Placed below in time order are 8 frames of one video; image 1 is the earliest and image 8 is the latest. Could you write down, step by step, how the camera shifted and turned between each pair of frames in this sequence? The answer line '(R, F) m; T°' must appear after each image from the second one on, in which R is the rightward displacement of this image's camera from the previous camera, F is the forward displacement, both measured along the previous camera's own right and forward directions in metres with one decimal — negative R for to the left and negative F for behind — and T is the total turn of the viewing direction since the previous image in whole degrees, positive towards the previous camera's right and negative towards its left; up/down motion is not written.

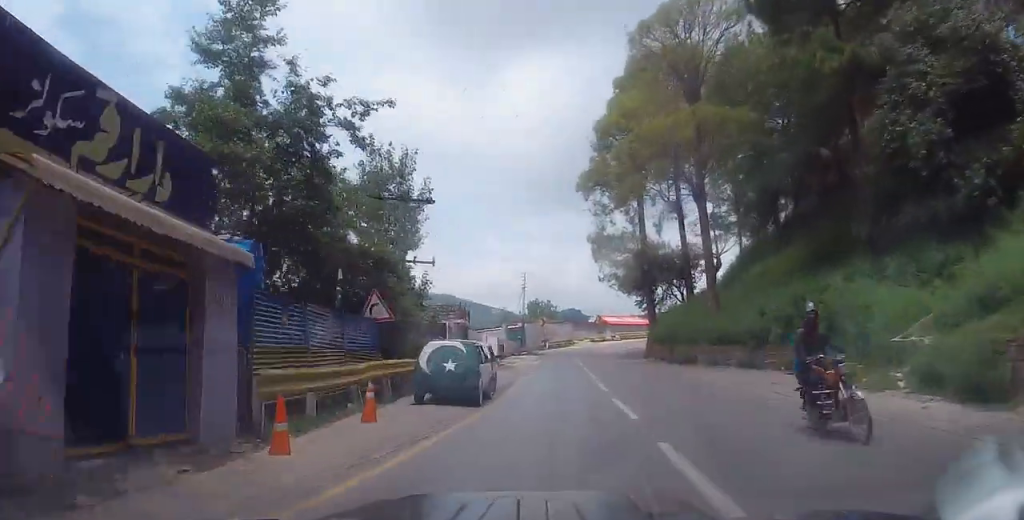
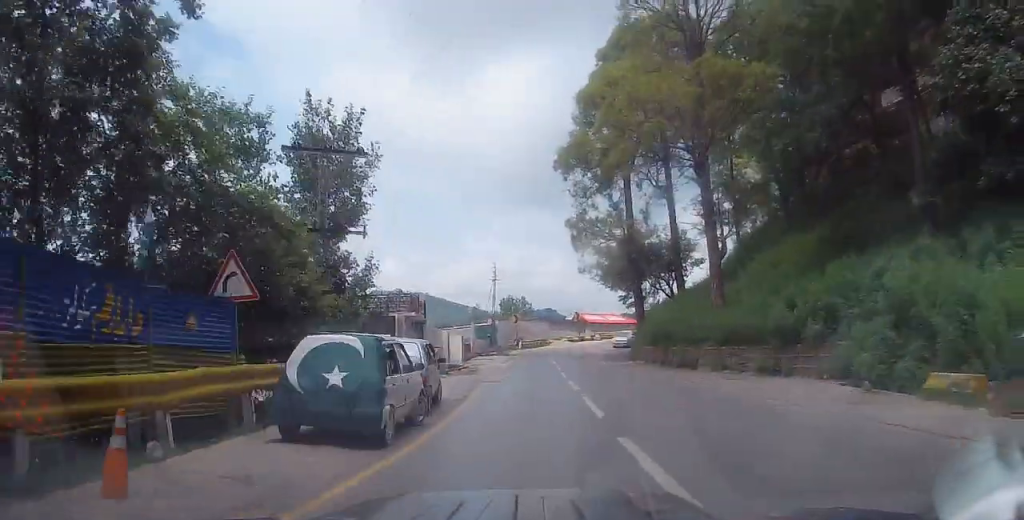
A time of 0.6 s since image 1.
(0.0, +5.8) m; +2°
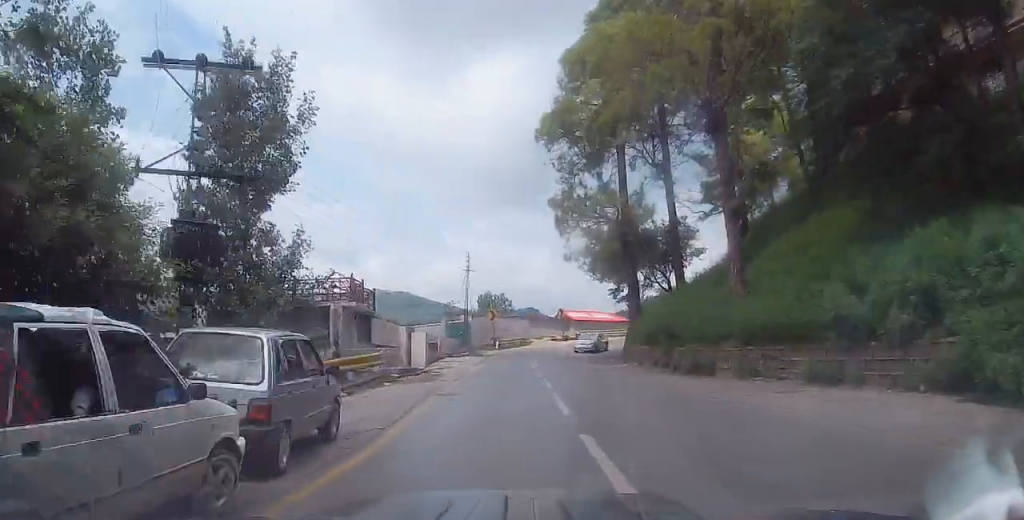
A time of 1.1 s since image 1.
(-0.1, +5.8) m; +1°
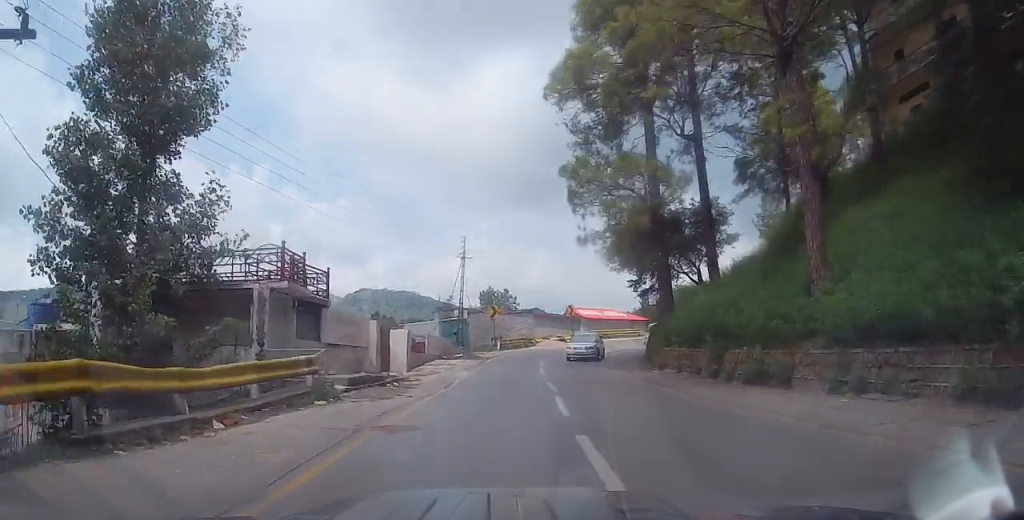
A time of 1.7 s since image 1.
(+0.3, +6.3) m; 0°
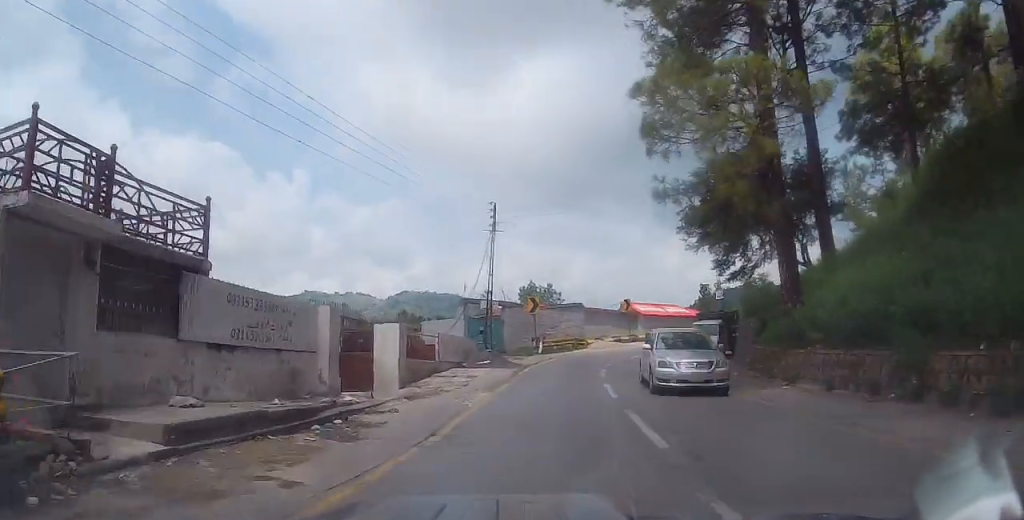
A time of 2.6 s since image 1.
(-0.1, +9.1) m; -1°
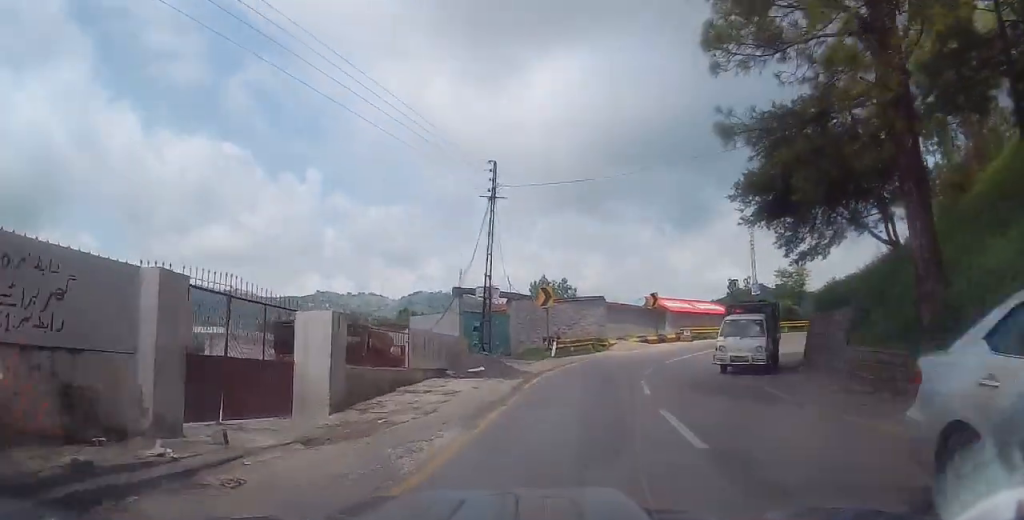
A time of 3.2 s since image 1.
(-0.1, +6.3) m; -1°
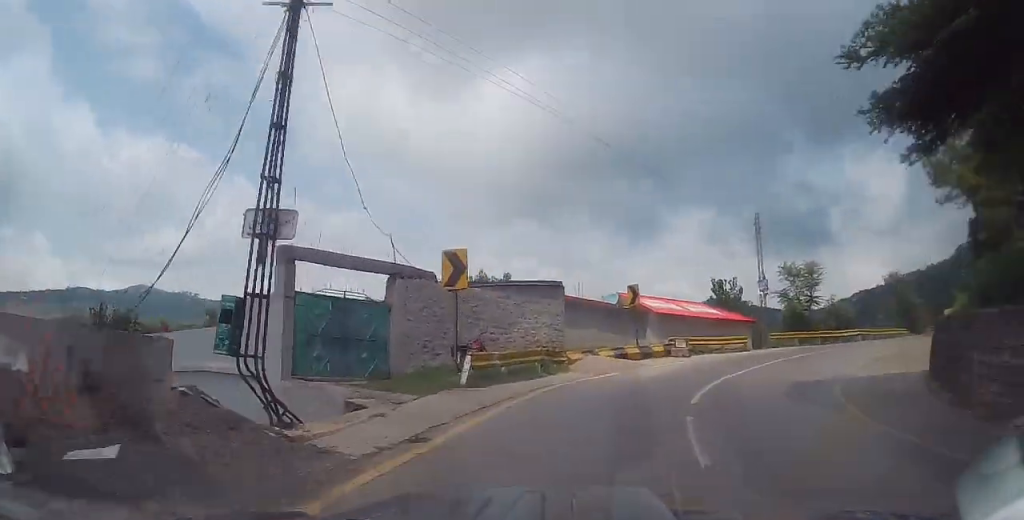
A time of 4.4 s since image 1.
(+0.3, +12.7) m; +6°
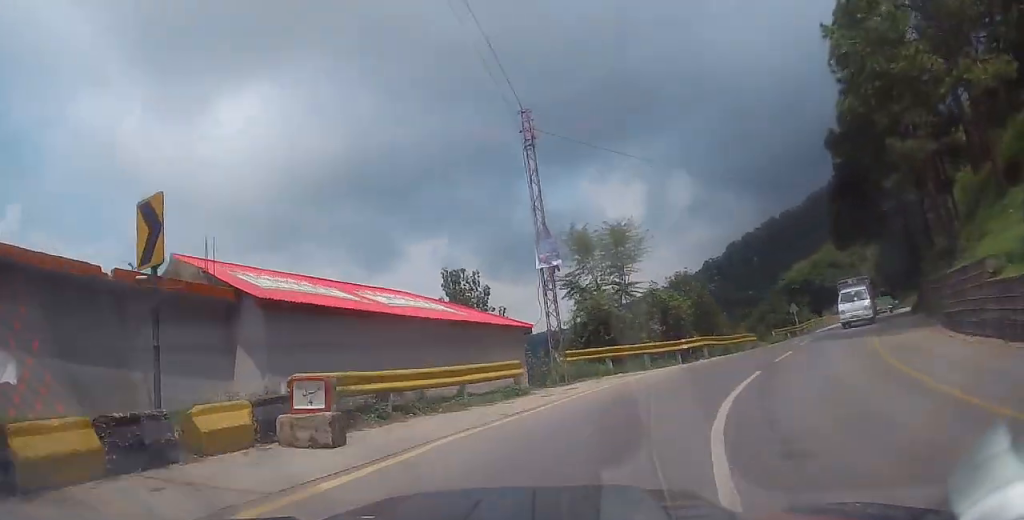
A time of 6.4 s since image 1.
(+3.8, +19.0) m; +23°
